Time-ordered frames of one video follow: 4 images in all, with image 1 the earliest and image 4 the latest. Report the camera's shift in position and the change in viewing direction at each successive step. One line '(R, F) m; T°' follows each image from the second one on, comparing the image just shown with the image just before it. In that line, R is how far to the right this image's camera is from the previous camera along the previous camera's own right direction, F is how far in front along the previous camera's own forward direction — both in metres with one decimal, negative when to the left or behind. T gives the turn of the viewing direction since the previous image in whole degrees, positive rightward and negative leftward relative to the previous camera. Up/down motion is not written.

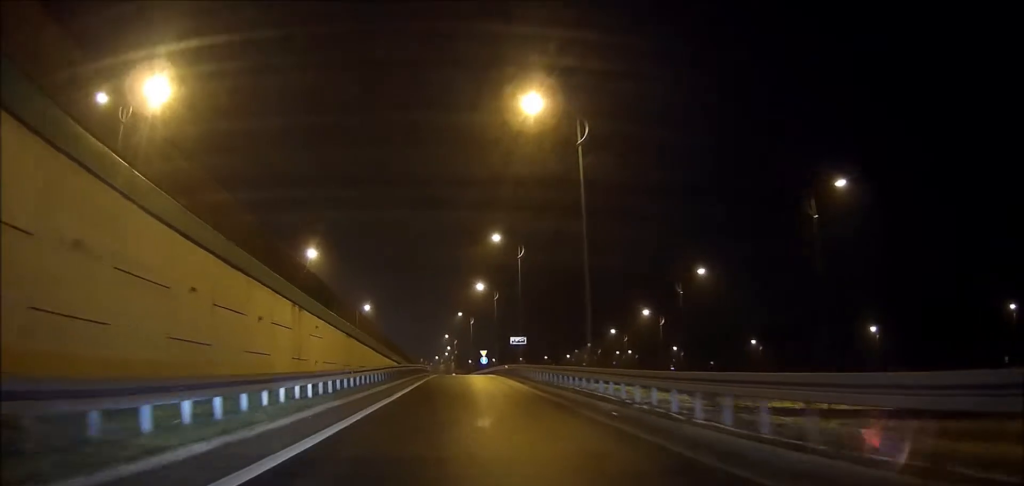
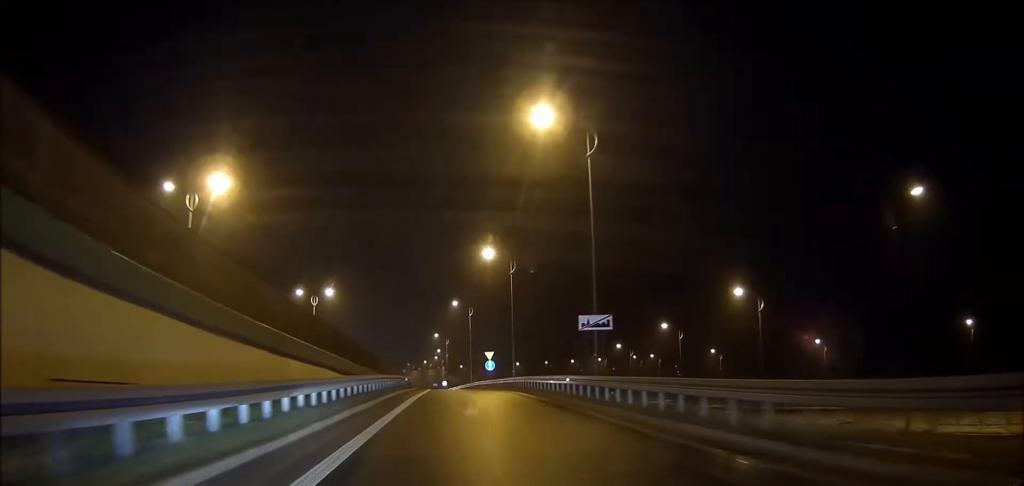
(-0.4, +32.2) m; -1°
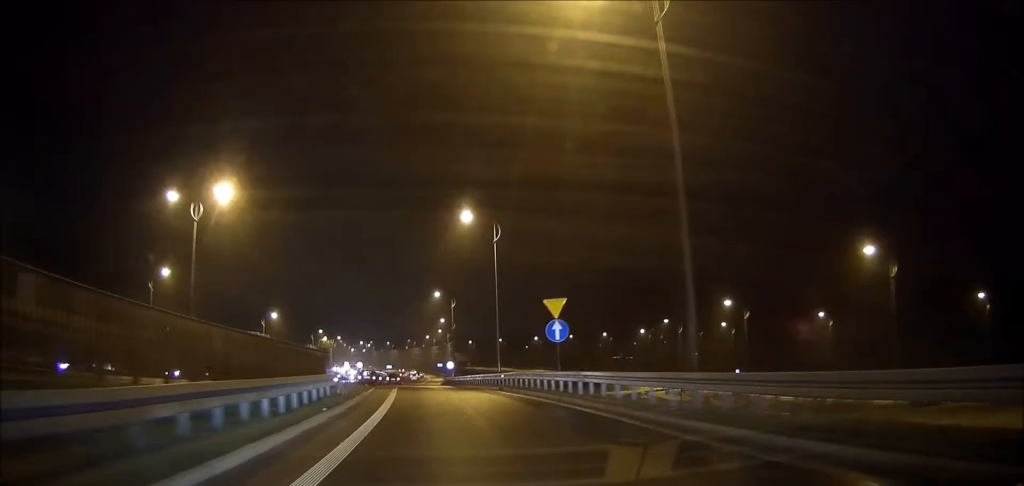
(-0.2, +40.9) m; -1°
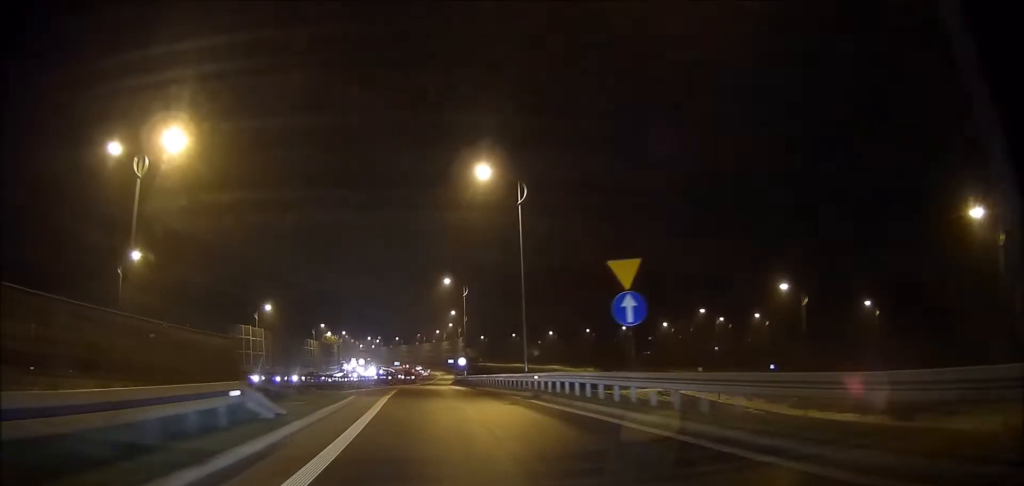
(-0.1, +9.9) m; -1°
